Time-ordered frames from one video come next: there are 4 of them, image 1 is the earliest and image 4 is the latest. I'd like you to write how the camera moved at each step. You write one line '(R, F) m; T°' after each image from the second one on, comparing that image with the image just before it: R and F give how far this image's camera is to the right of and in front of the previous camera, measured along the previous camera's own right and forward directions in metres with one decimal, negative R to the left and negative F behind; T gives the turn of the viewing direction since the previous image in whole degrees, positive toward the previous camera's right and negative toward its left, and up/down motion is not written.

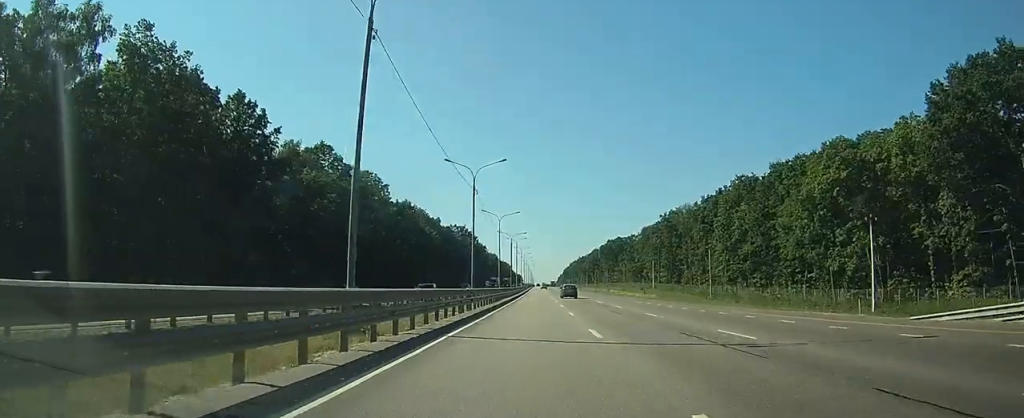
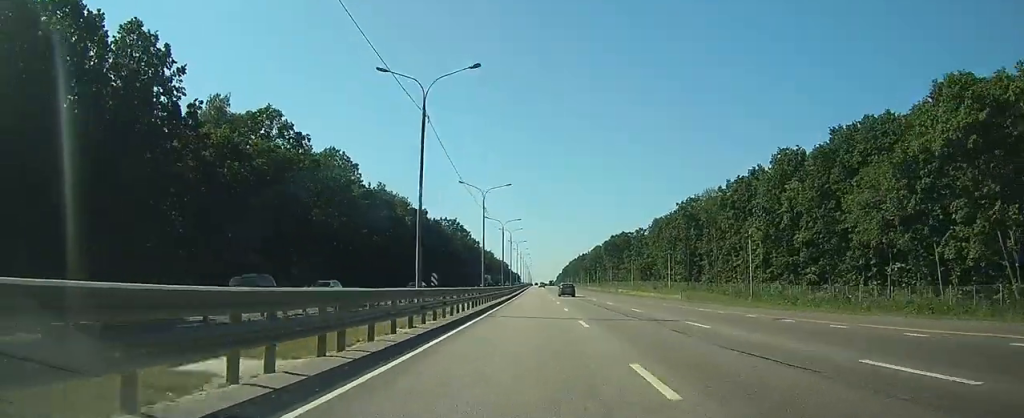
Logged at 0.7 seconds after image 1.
(0.0, +20.2) m; 0°
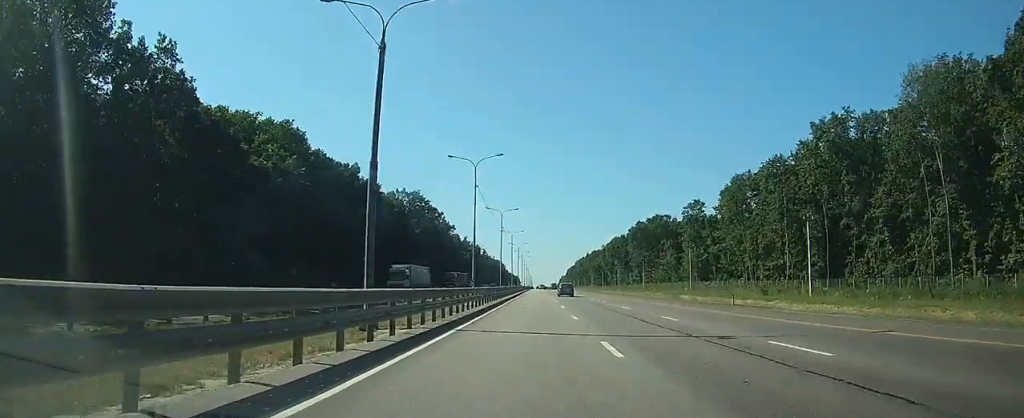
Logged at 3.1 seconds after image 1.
(+0.2, +68.1) m; 0°
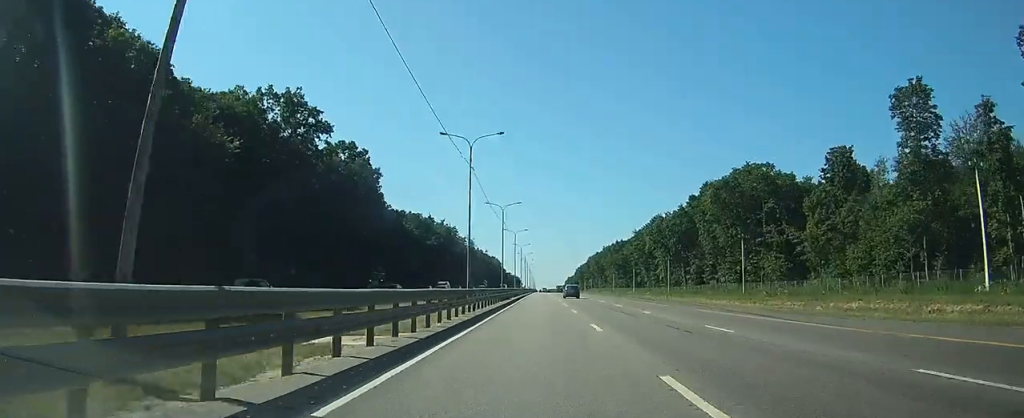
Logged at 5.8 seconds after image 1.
(+0.9, +77.9) m; +1°
